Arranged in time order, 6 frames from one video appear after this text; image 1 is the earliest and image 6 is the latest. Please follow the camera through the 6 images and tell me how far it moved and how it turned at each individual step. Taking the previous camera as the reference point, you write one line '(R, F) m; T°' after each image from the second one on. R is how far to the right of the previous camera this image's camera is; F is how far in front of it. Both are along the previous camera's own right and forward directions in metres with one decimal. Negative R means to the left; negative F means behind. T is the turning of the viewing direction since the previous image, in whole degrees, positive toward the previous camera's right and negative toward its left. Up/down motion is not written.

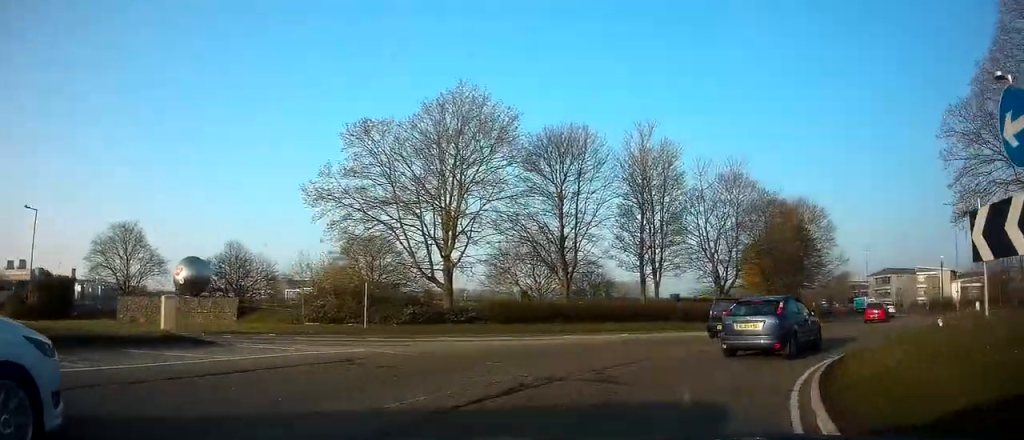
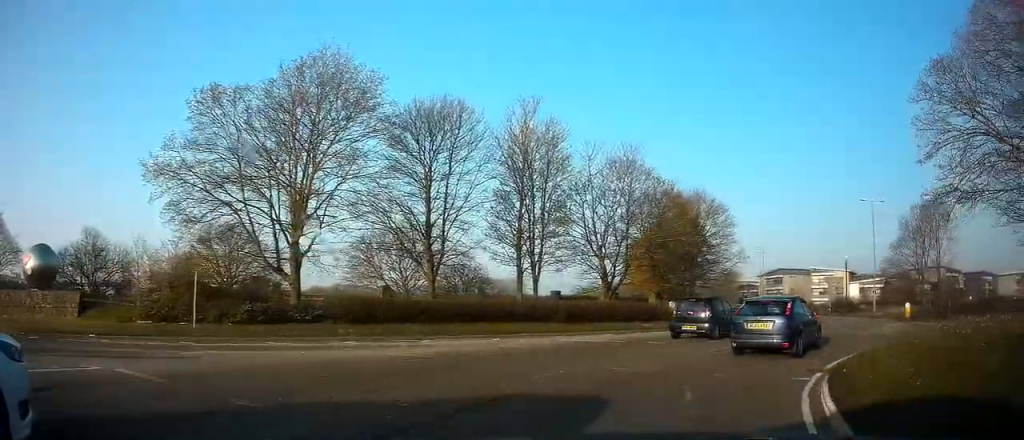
(+0.3, +5.0) m; +8°
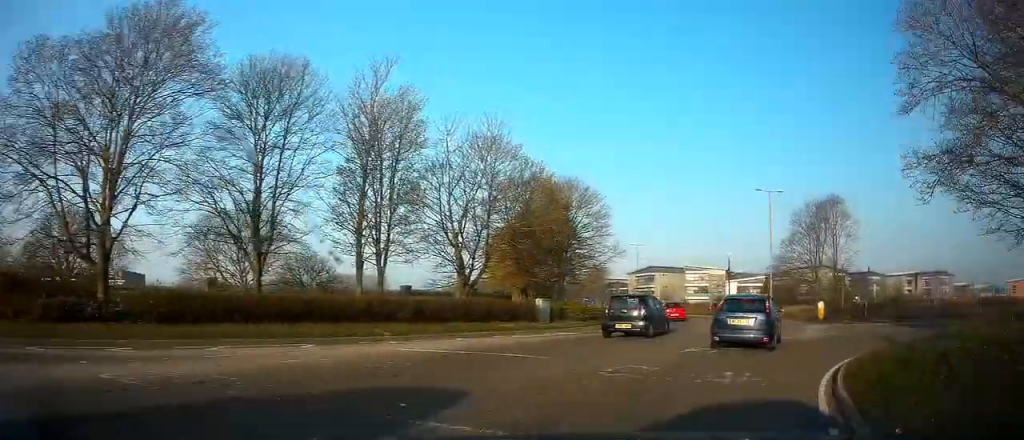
(+0.1, +5.3) m; +10°
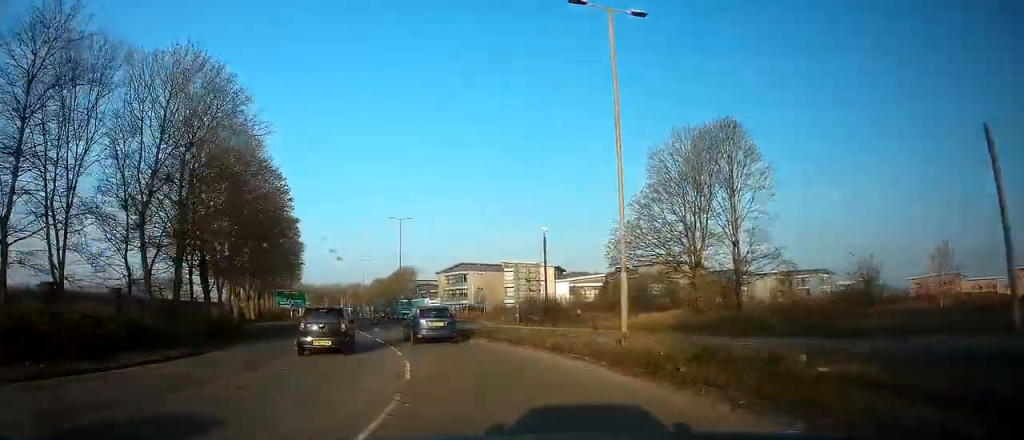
(+11.0, +28.4) m; +24°
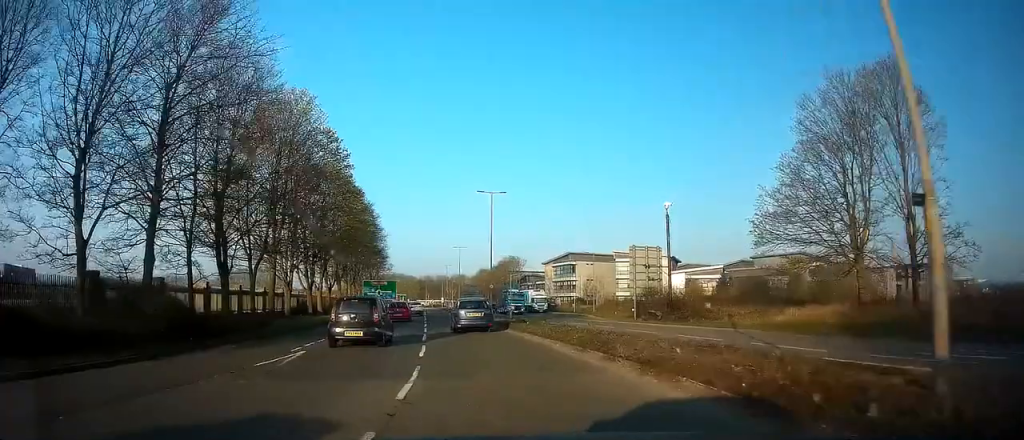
(-0.4, +9.2) m; -4°
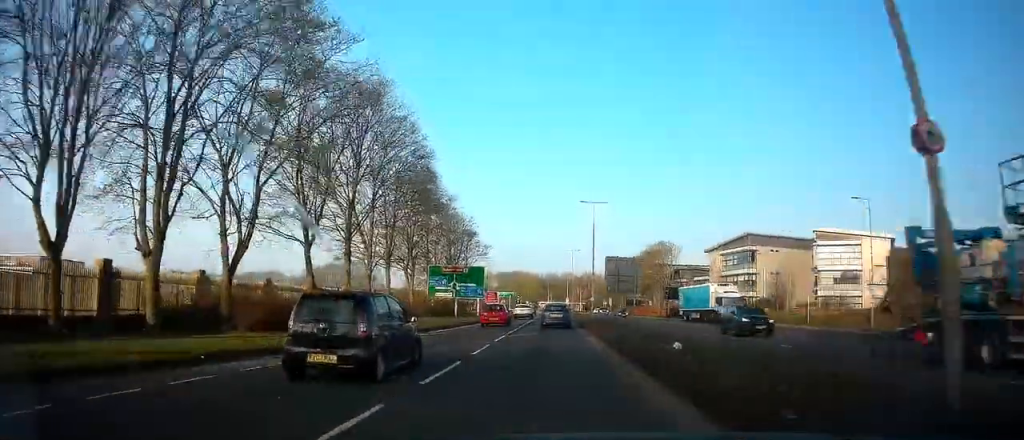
(-1.8, +39.5) m; -6°
